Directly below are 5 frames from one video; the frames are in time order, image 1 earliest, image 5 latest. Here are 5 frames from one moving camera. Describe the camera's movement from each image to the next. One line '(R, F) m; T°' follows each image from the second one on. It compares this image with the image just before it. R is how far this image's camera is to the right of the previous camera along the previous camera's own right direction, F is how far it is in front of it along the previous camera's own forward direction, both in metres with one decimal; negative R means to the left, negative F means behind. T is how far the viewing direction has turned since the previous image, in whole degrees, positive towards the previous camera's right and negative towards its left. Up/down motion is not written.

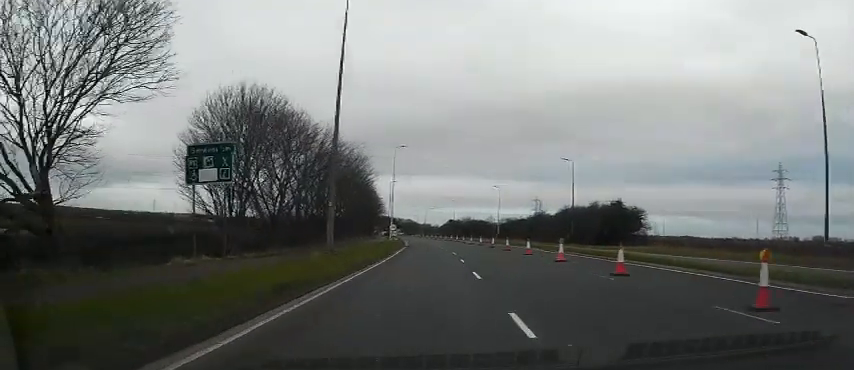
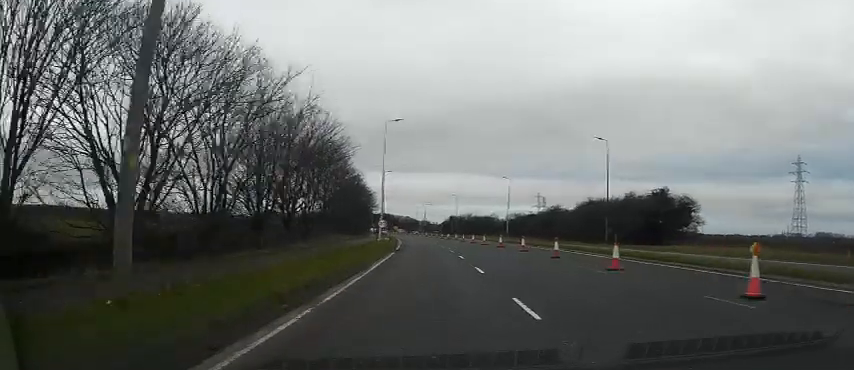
(0.0, +14.8) m; -1°
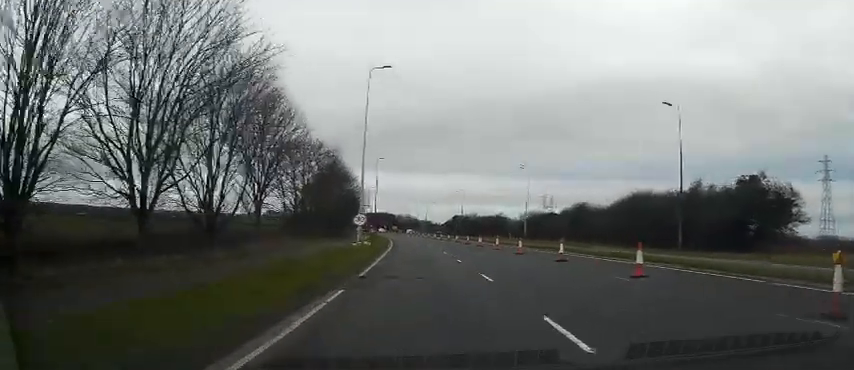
(-0.5, +18.0) m; -1°
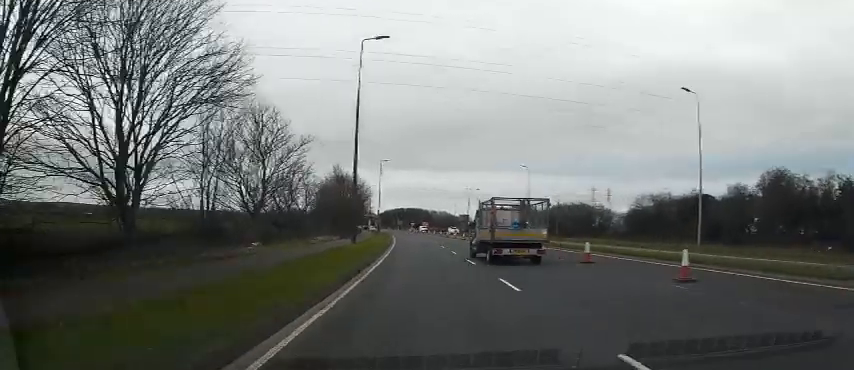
(-1.0, +49.6) m; -4°
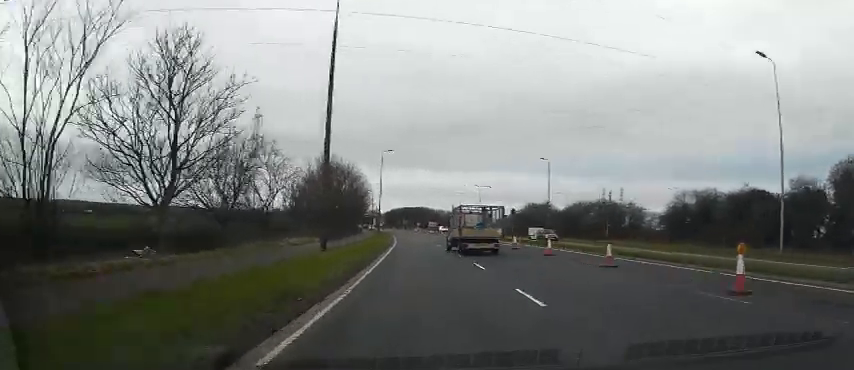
(-0.3, +9.8) m; 0°
